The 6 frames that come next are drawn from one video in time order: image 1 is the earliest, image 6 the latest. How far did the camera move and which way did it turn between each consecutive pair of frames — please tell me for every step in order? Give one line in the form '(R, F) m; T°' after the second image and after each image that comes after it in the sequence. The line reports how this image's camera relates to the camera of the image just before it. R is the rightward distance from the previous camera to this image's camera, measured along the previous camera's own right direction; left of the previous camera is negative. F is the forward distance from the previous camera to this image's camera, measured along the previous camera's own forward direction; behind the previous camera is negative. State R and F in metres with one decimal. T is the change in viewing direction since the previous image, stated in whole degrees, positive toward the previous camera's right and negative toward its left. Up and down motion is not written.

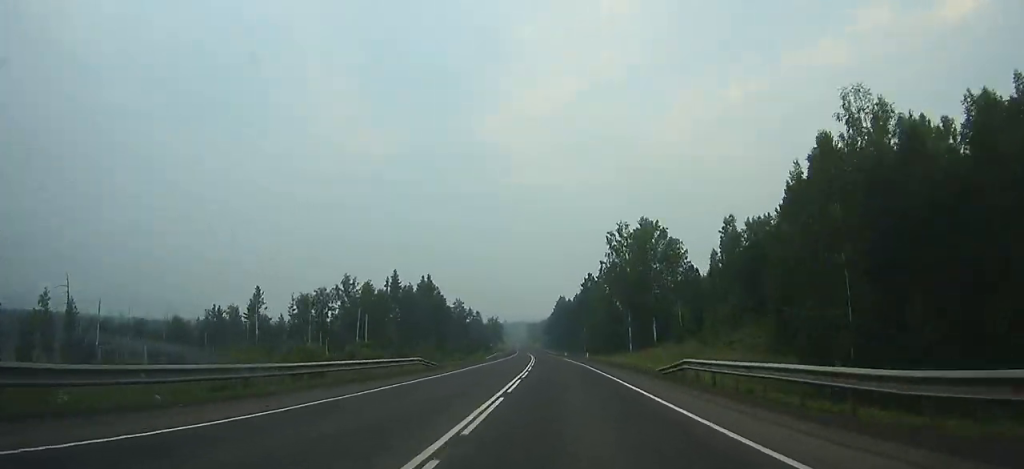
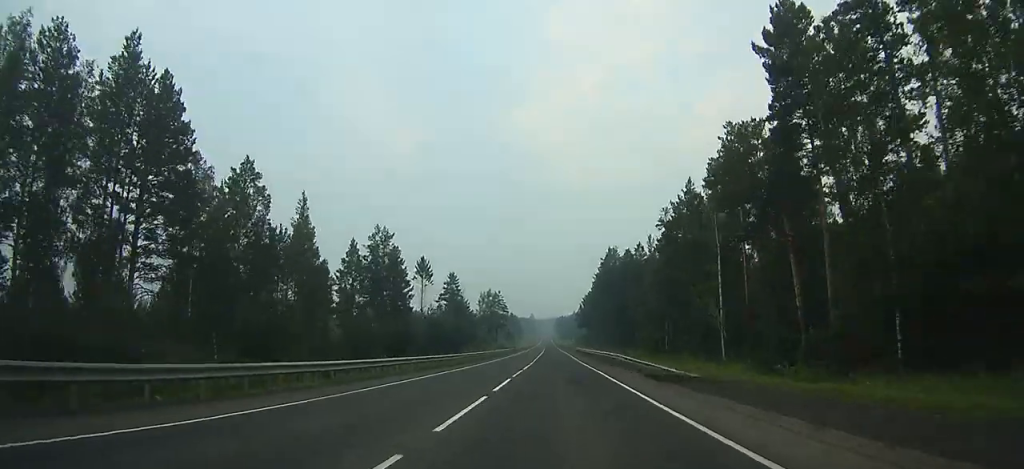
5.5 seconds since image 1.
(-4.1, +136.5) m; -3°
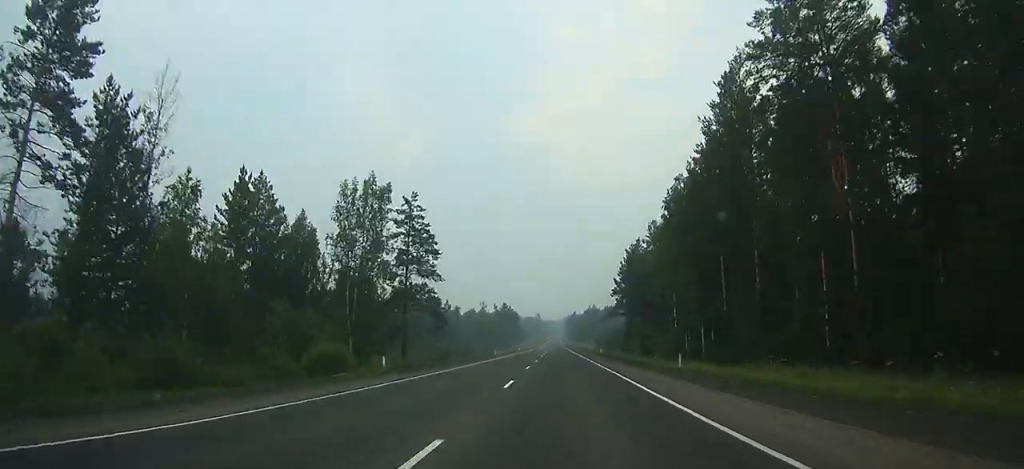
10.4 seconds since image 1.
(-1.2, +121.5) m; -1°
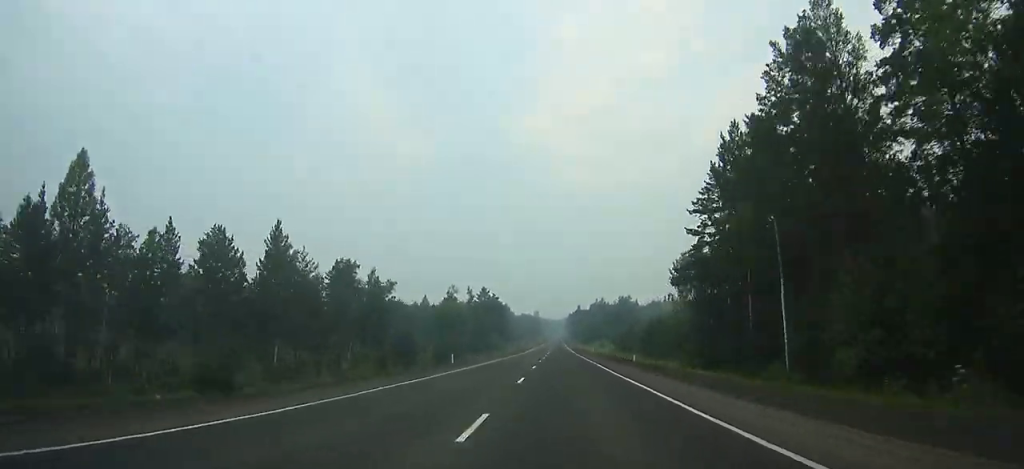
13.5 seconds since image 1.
(-0.2, +80.0) m; 0°
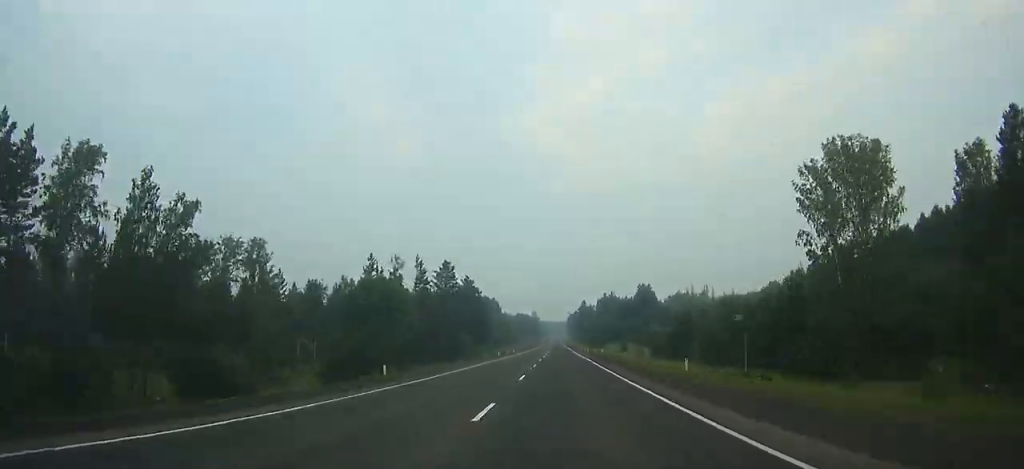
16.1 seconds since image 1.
(0.0, +71.0) m; 0°
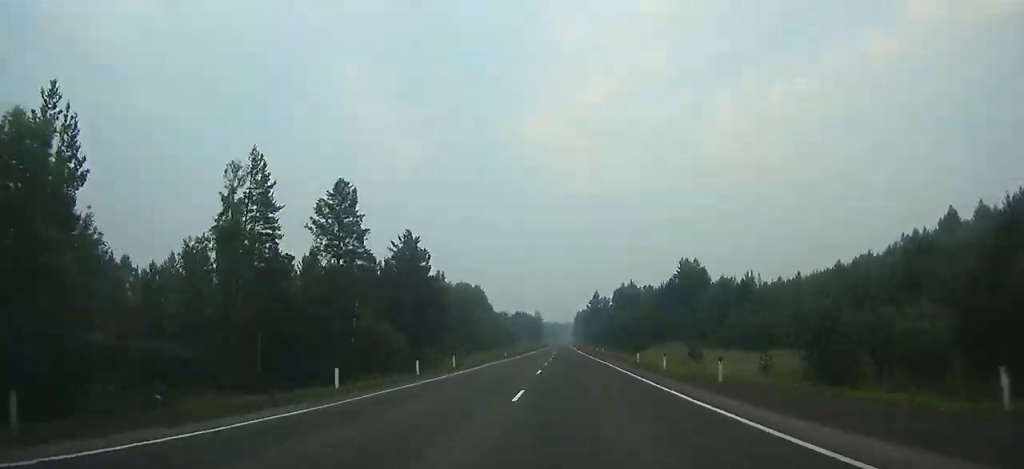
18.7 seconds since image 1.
(0.0, +71.7) m; 0°
